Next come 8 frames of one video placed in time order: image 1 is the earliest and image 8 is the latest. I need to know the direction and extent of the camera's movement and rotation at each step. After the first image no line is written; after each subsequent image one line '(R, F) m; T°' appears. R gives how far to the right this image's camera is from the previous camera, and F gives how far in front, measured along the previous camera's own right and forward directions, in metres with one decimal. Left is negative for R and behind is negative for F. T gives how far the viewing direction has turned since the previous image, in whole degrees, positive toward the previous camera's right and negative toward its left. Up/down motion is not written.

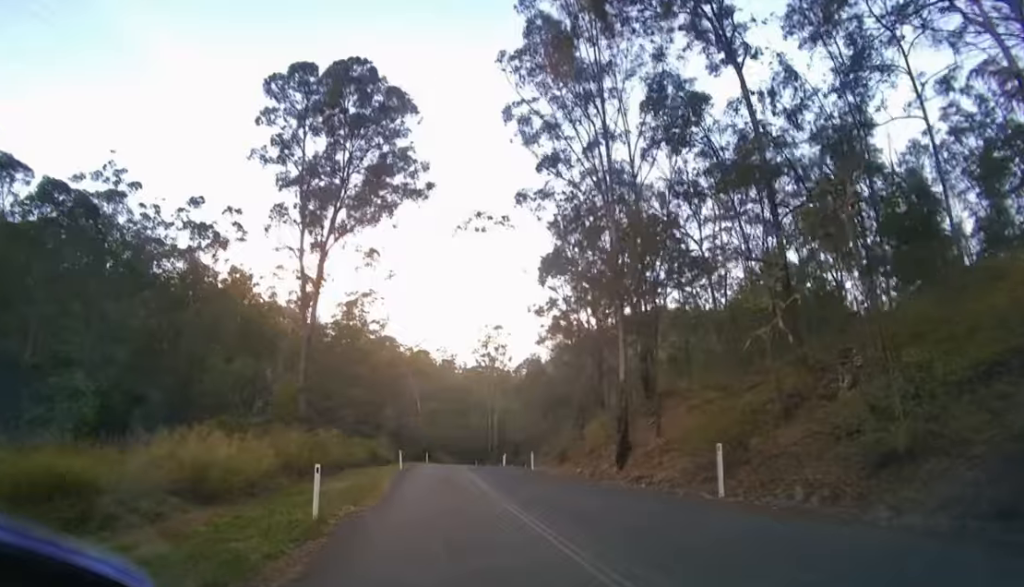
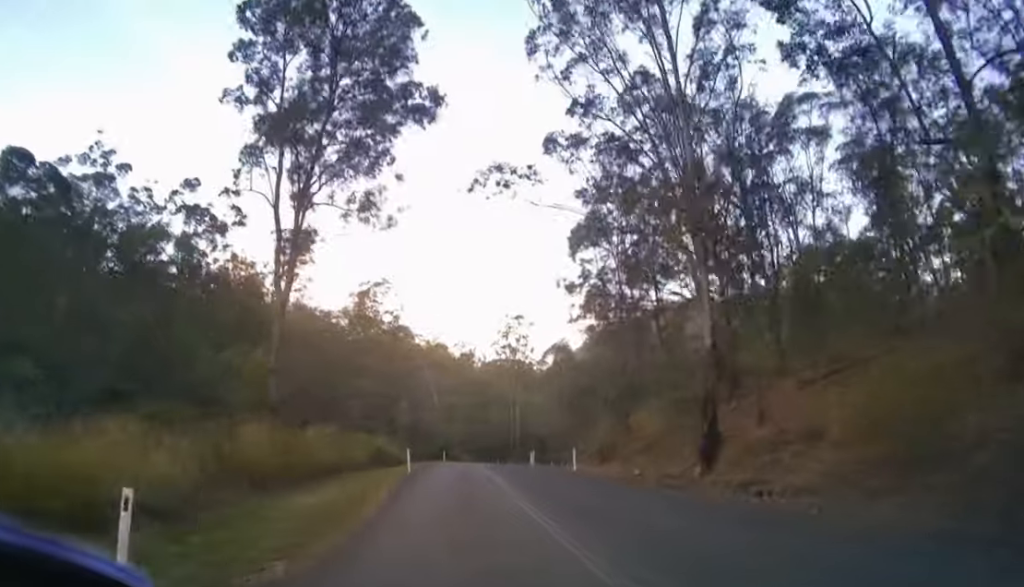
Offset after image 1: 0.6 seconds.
(-0.3, +5.3) m; -3°
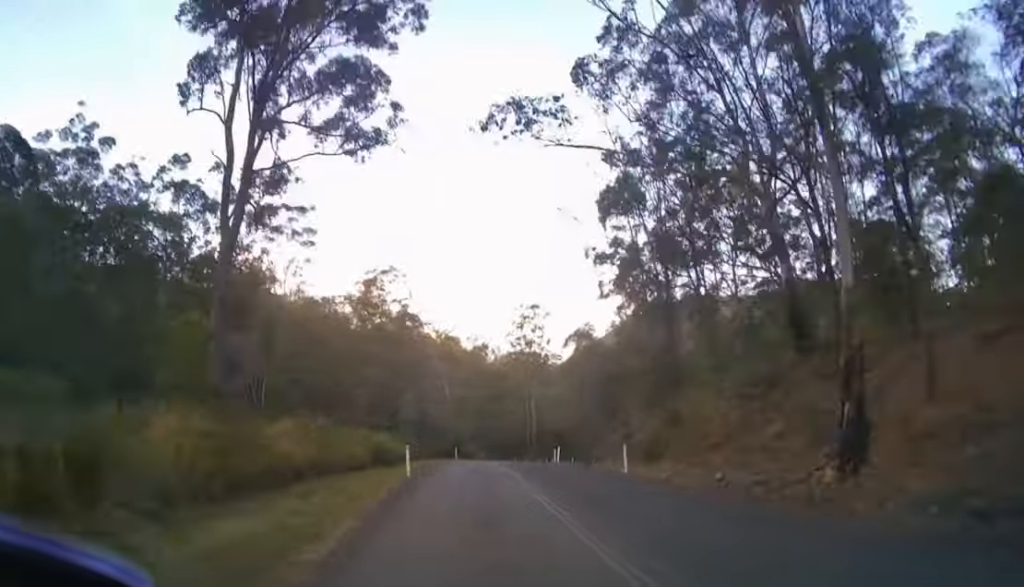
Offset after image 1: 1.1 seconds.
(-0.1, +4.9) m; -2°
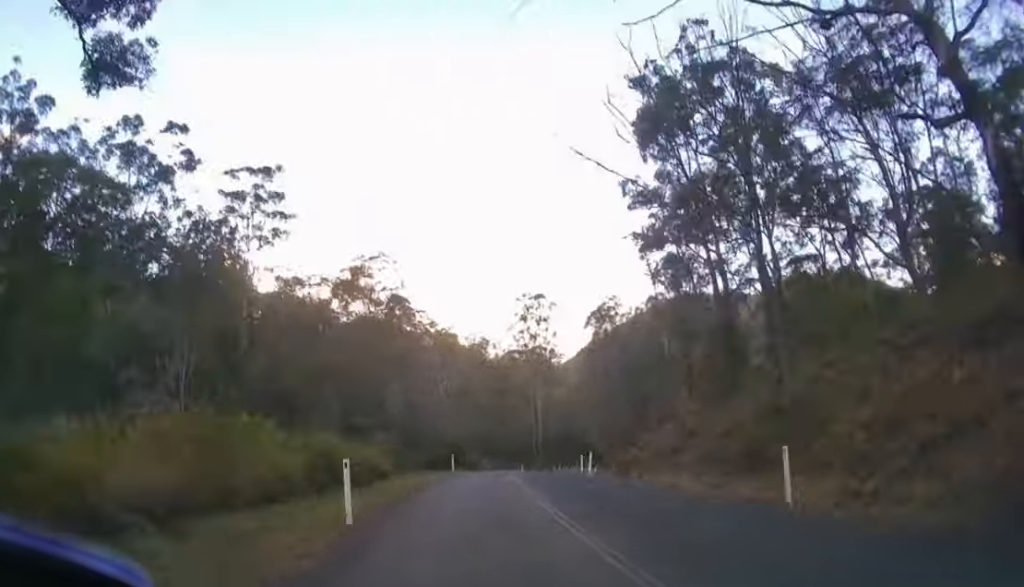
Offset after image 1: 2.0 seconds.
(-0.2, +8.3) m; -1°
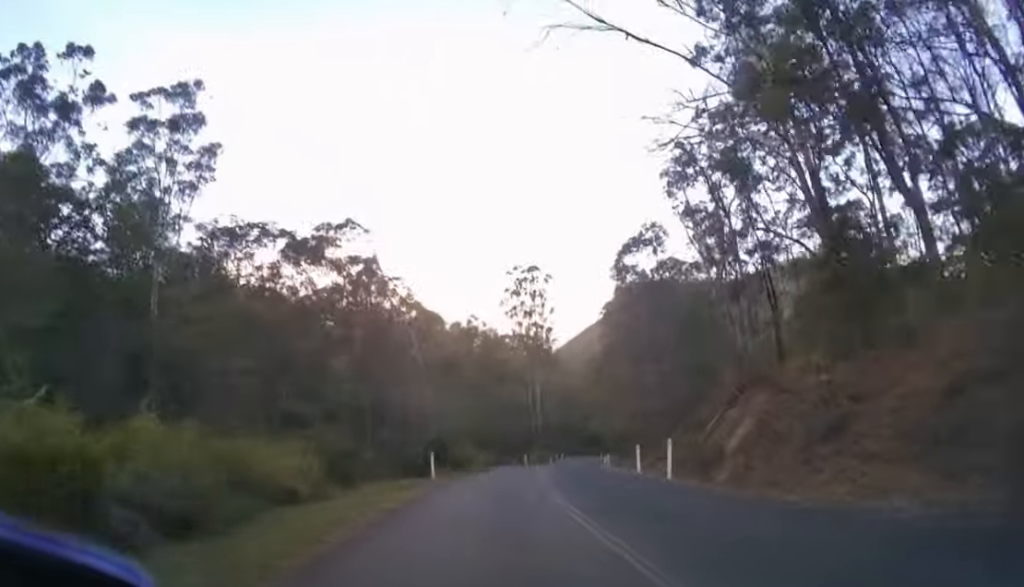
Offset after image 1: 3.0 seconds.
(+0.1, +11.3) m; +2°
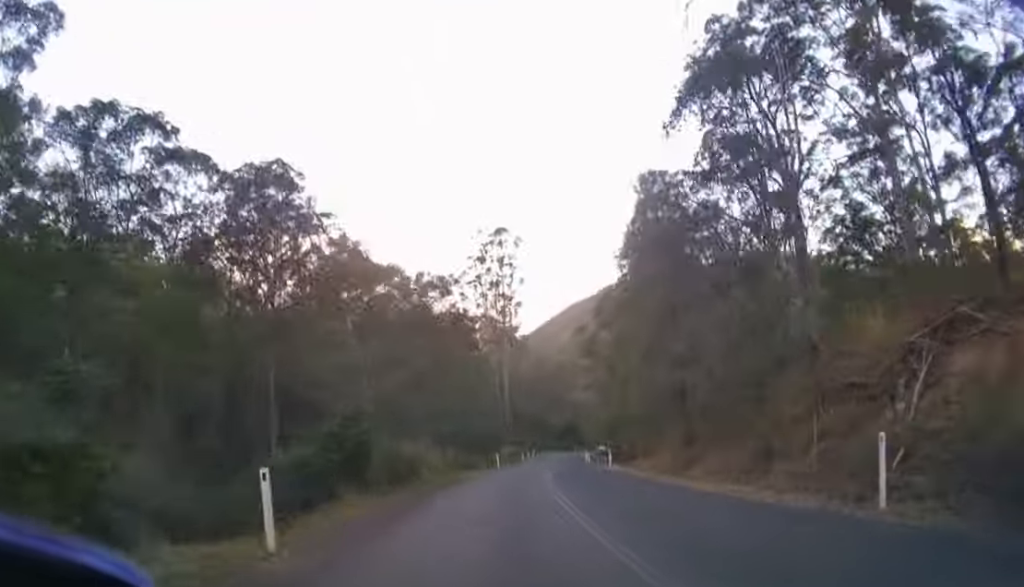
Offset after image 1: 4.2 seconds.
(+0.7, +13.9) m; +5°
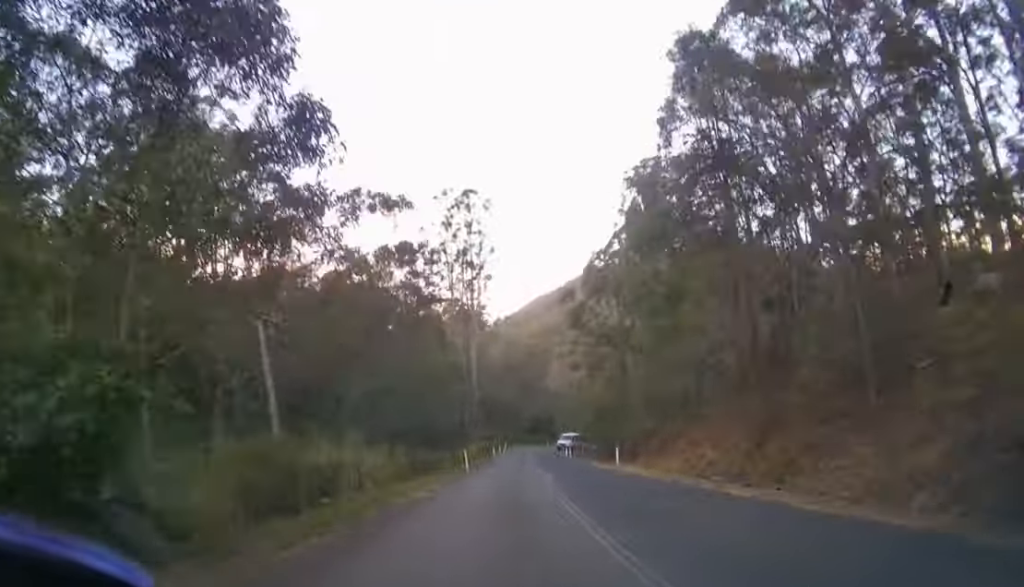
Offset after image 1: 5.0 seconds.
(+0.3, +10.4) m; +3°
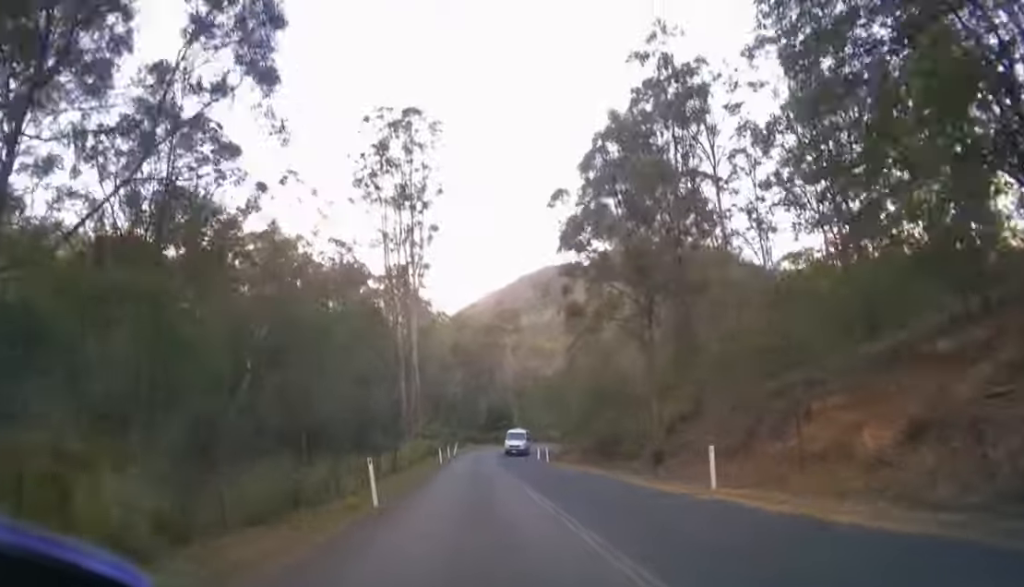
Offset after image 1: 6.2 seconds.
(+0.6, +15.0) m; +4°
